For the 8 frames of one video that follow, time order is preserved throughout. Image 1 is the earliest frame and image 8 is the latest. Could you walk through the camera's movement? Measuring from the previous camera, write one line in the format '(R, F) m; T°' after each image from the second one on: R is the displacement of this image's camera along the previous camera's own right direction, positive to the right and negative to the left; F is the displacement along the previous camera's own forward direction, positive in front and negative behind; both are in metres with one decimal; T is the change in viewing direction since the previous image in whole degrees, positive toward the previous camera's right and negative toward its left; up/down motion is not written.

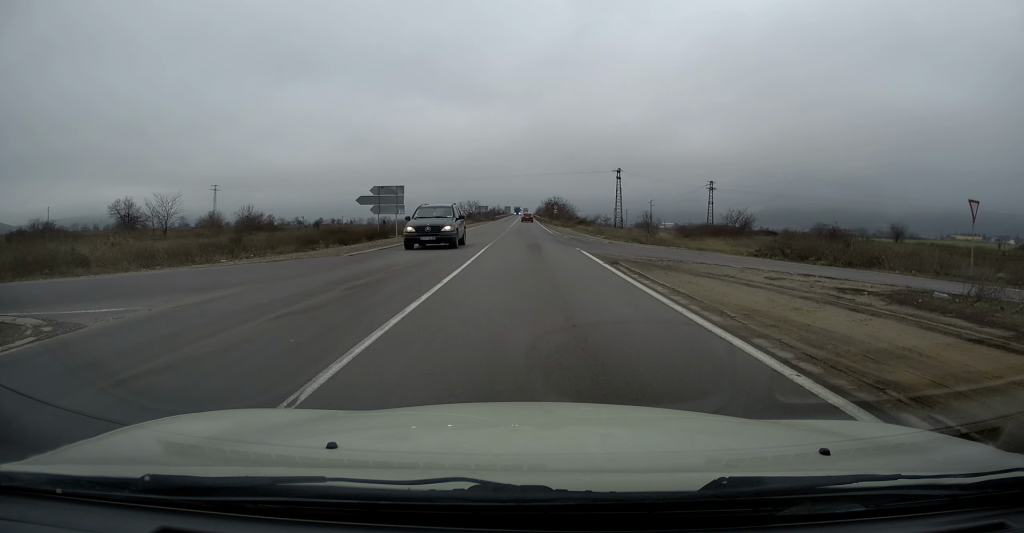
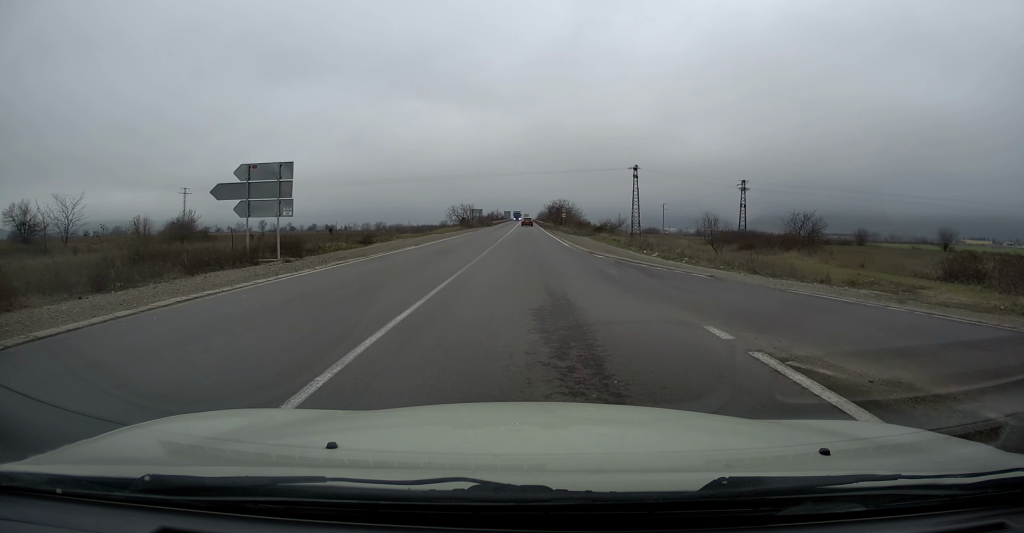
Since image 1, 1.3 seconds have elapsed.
(+0.3, +18.6) m; 0°
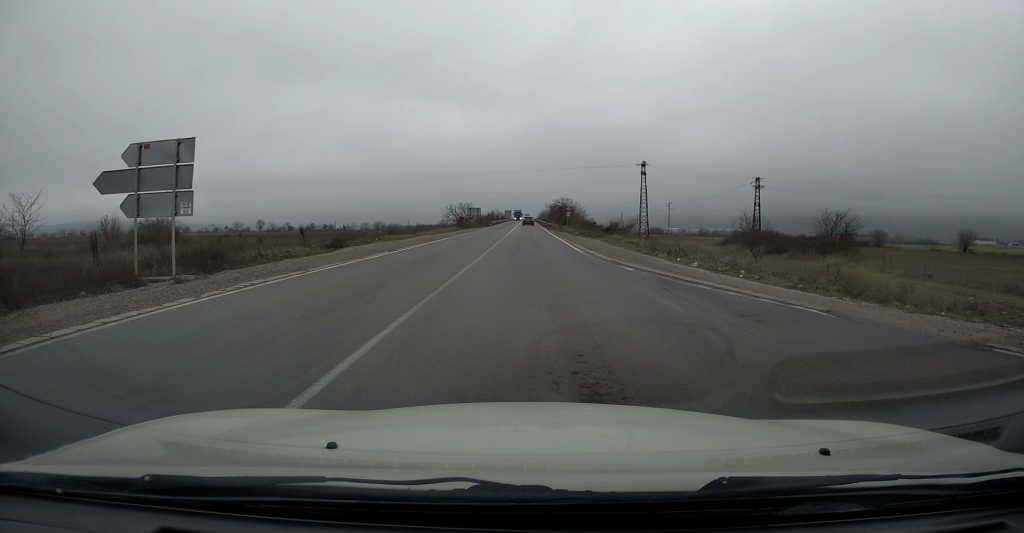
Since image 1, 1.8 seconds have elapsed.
(-0.1, +6.3) m; 0°
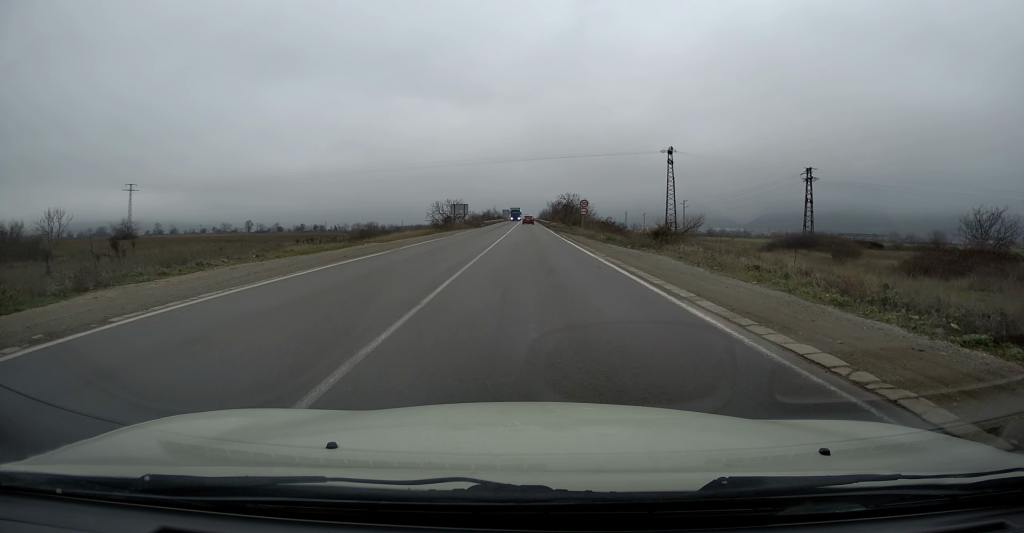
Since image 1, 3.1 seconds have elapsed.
(-0.2, +19.5) m; 0°
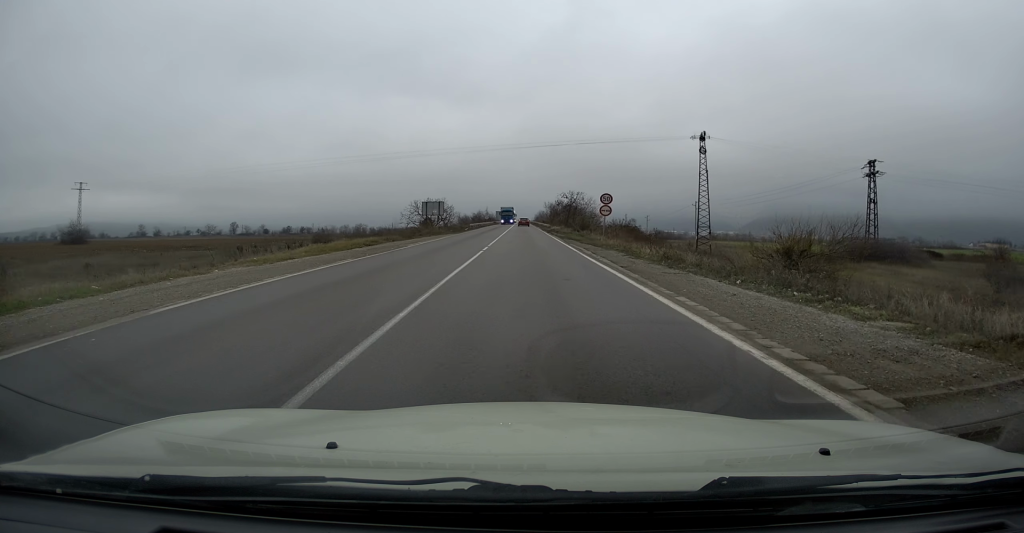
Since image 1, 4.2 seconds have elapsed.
(+0.2, +17.4) m; +2°
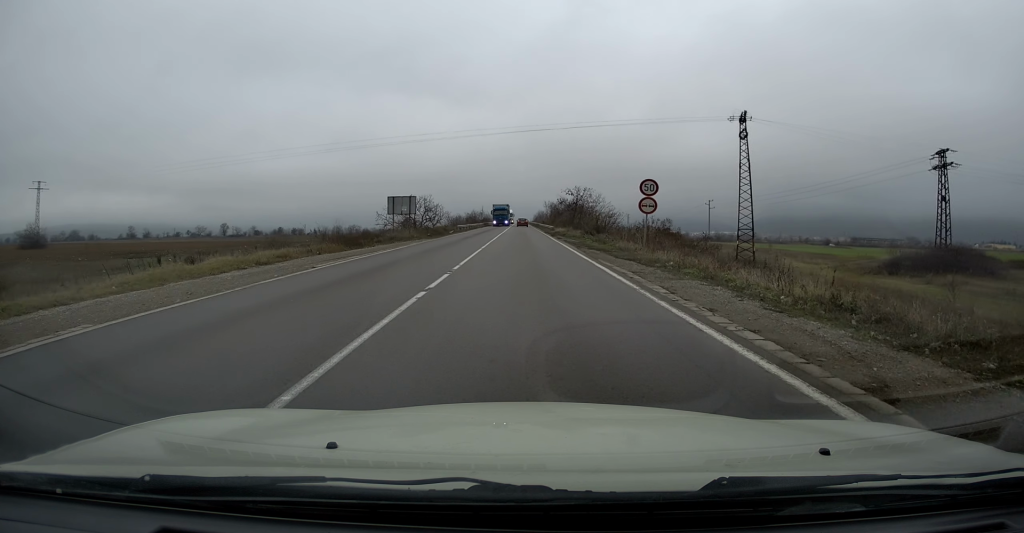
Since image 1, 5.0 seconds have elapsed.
(+0.3, +12.9) m; 0°
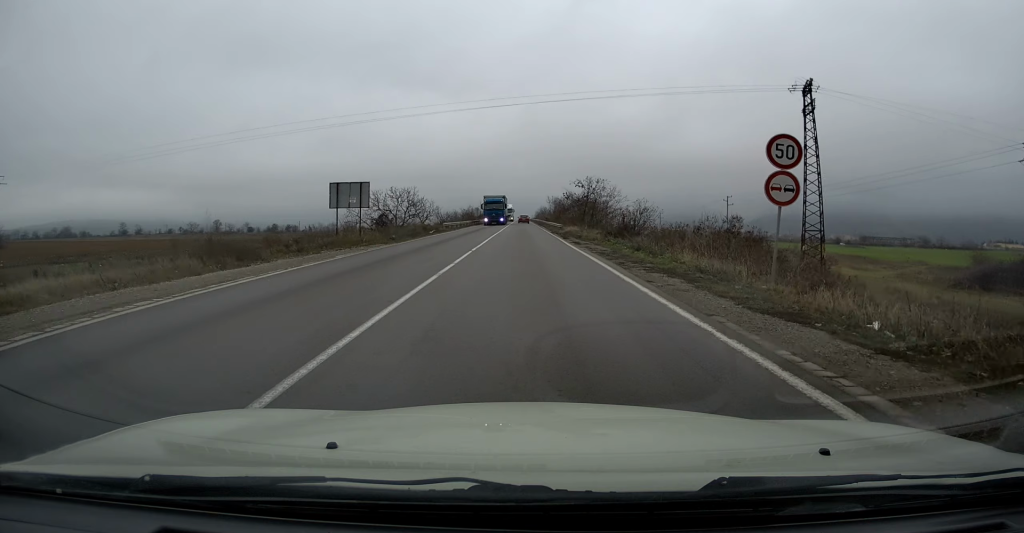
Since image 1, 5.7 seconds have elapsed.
(0.0, +12.4) m; -1°
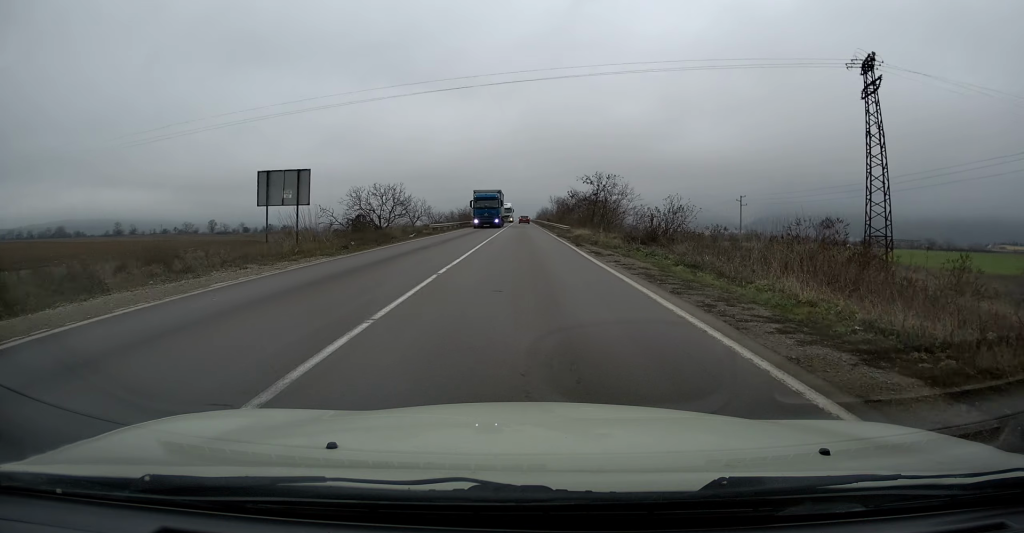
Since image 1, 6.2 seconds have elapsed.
(0.0, +8.1) m; -1°
